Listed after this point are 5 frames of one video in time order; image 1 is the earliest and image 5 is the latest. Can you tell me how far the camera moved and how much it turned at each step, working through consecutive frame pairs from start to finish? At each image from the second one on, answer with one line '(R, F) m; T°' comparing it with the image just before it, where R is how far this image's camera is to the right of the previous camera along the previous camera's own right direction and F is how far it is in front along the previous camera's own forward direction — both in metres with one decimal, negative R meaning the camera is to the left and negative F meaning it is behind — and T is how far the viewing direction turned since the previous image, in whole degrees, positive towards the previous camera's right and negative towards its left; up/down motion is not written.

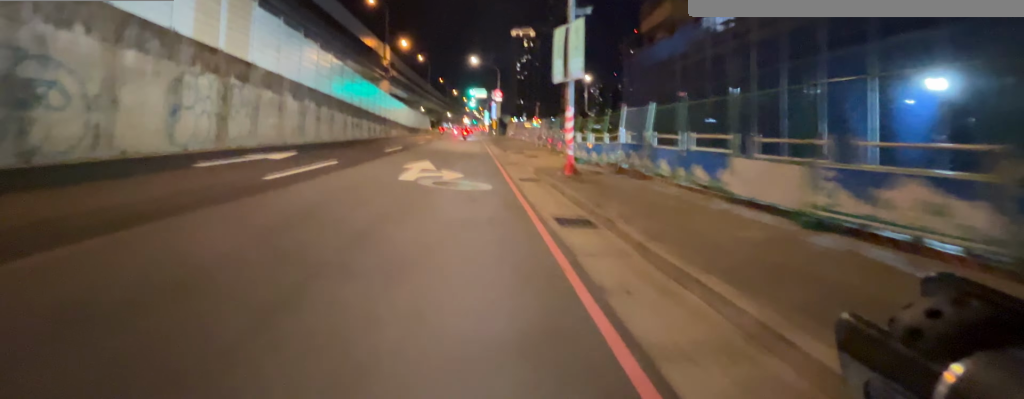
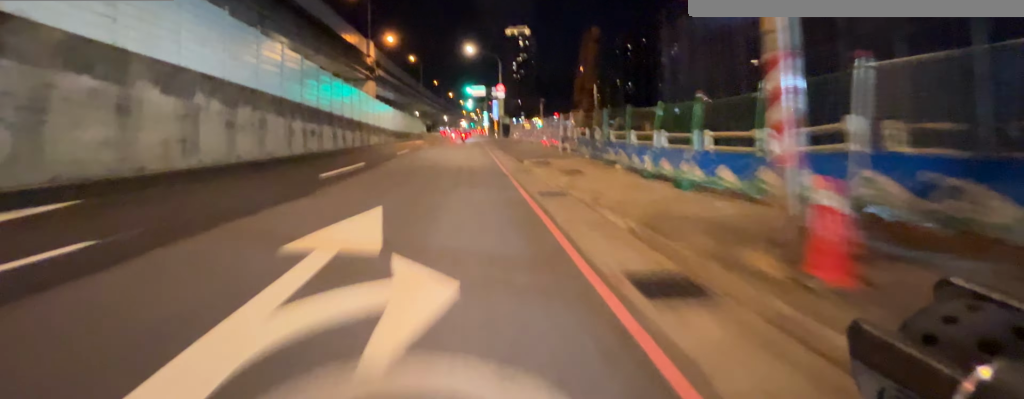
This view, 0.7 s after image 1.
(+0.1, +7.3) m; +1°
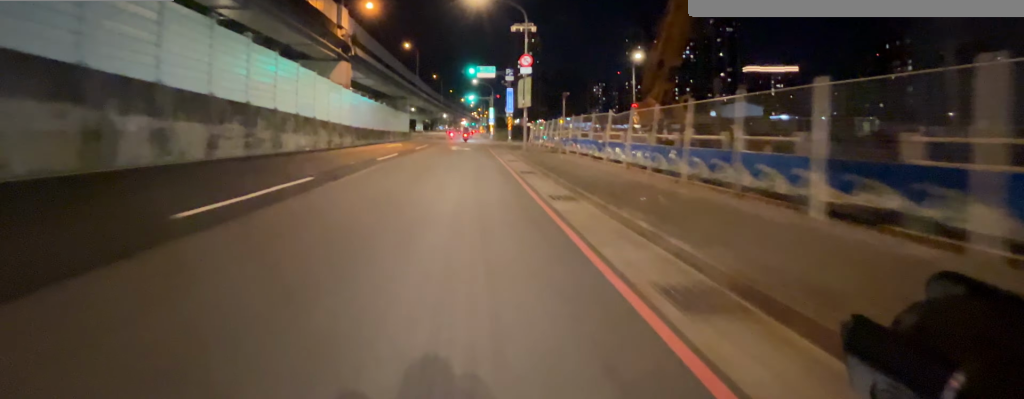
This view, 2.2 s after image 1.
(+0.1, +13.1) m; +1°
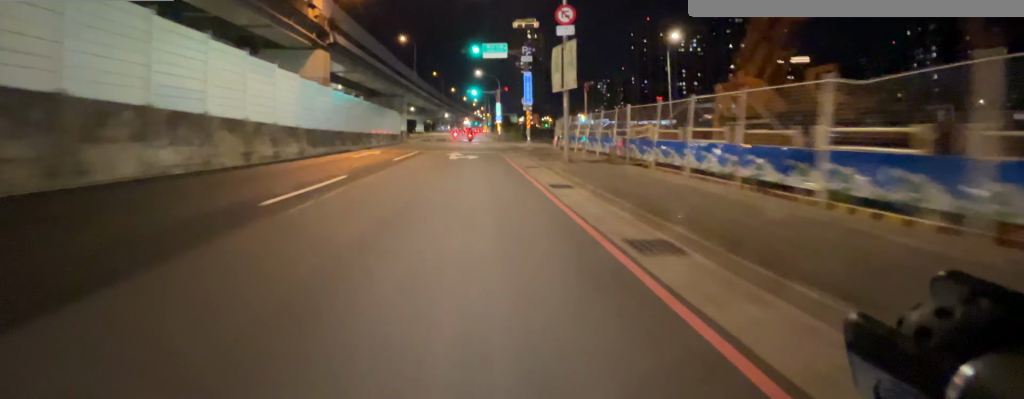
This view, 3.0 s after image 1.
(+0.1, +6.5) m; 0°
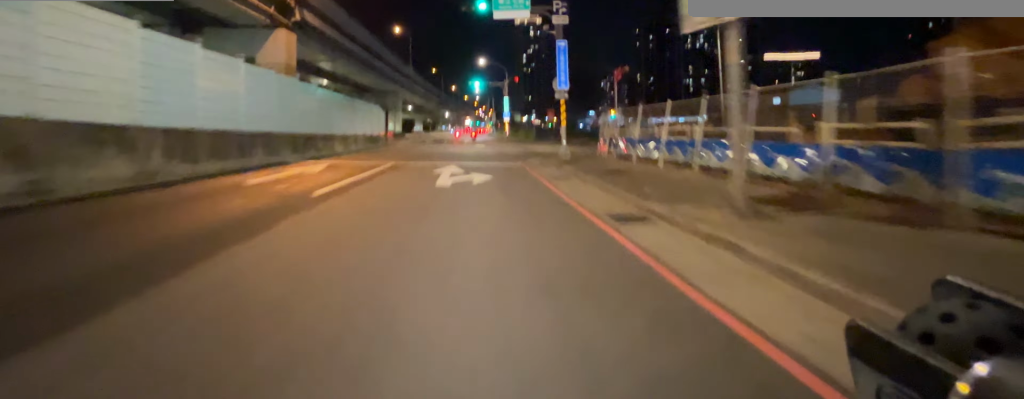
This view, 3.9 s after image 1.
(-0.1, +6.5) m; -3°
